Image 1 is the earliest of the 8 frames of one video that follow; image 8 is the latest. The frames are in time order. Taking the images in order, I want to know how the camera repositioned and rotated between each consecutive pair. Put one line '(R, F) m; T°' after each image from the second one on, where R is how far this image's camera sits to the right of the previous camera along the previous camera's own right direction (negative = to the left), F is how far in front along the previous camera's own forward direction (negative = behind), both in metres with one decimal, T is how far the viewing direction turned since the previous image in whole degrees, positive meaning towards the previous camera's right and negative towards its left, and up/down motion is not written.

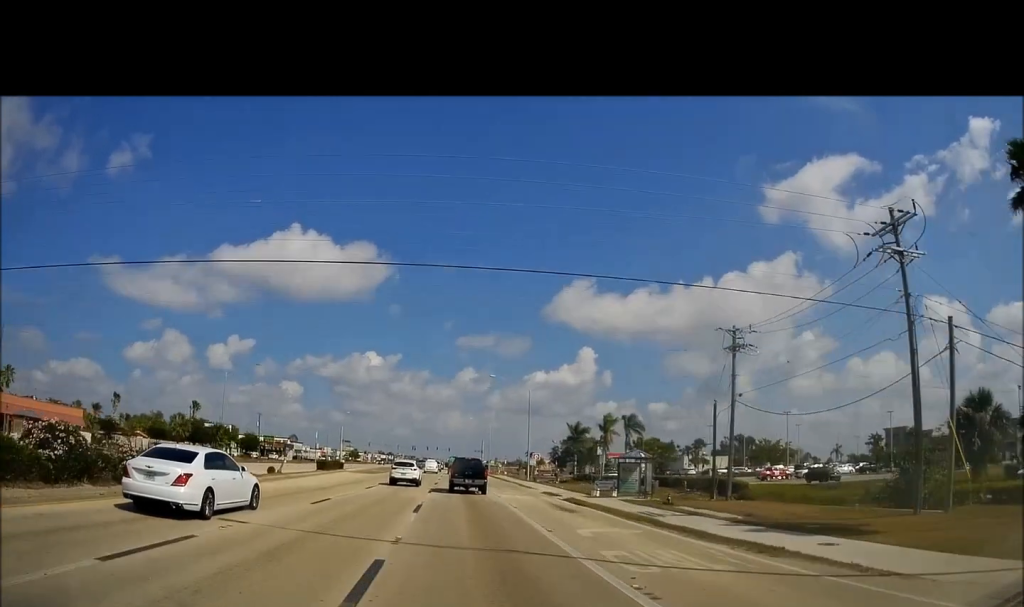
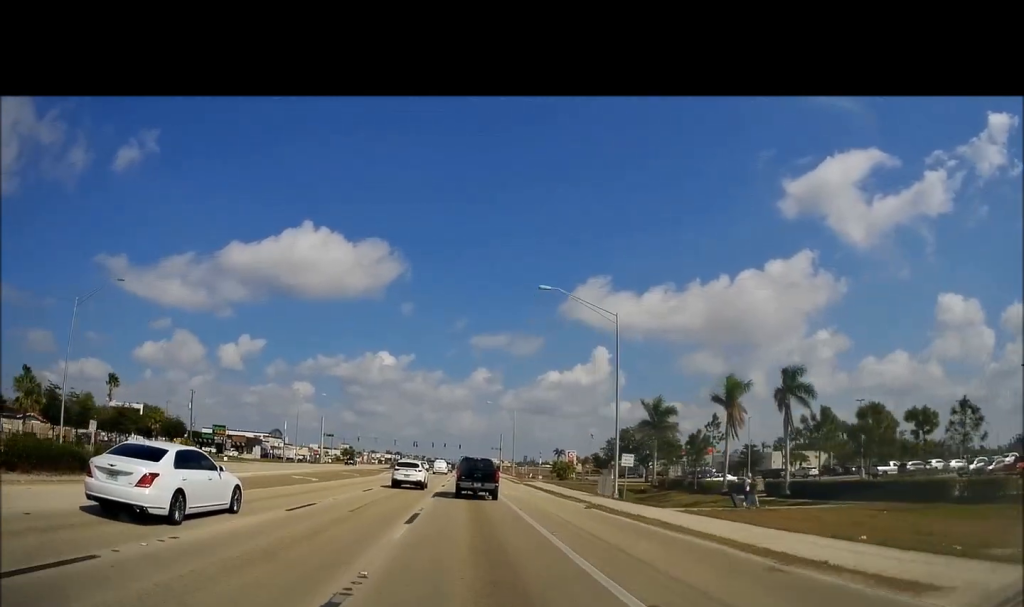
(-0.6, +40.2) m; -2°
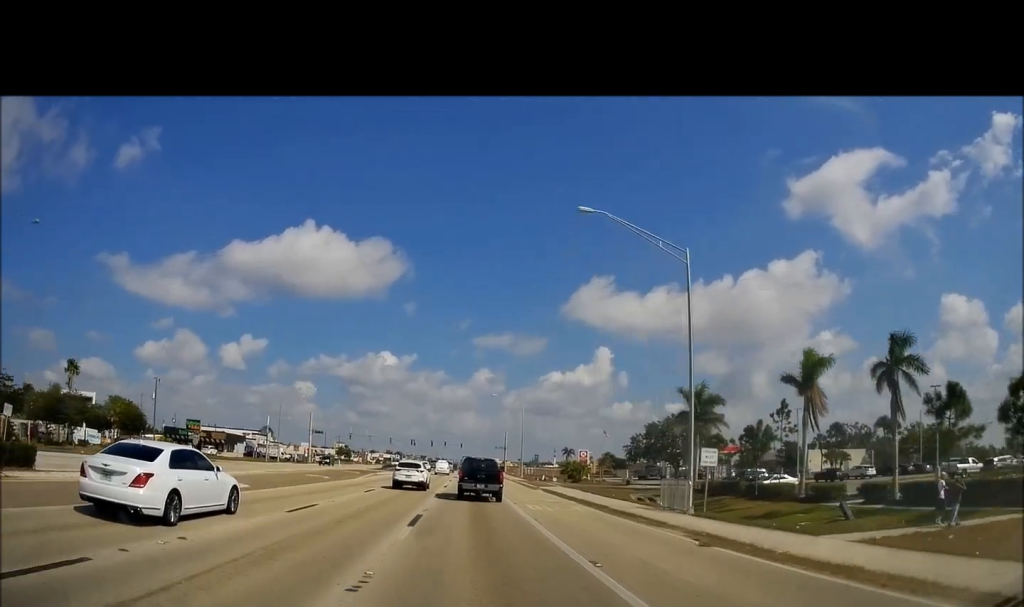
(-0.1, +12.7) m; 0°
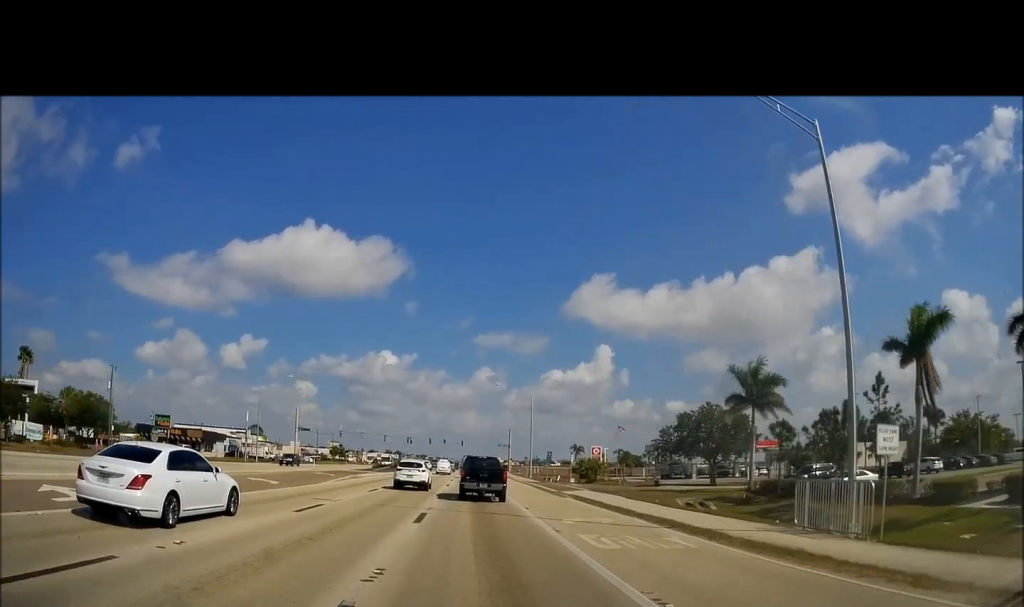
(0.0, +11.9) m; 0°
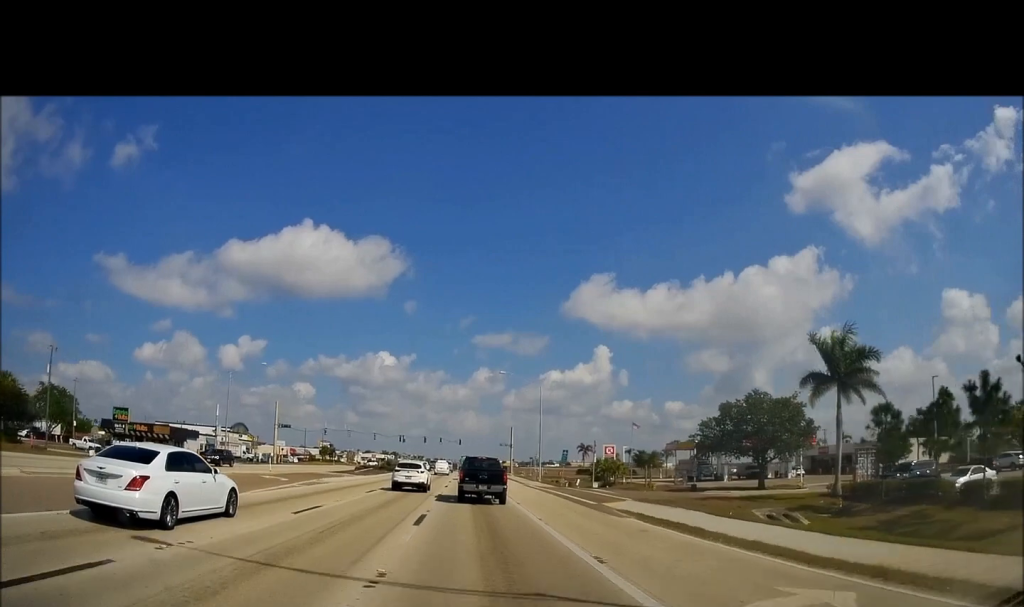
(0.0, +12.5) m; 0°
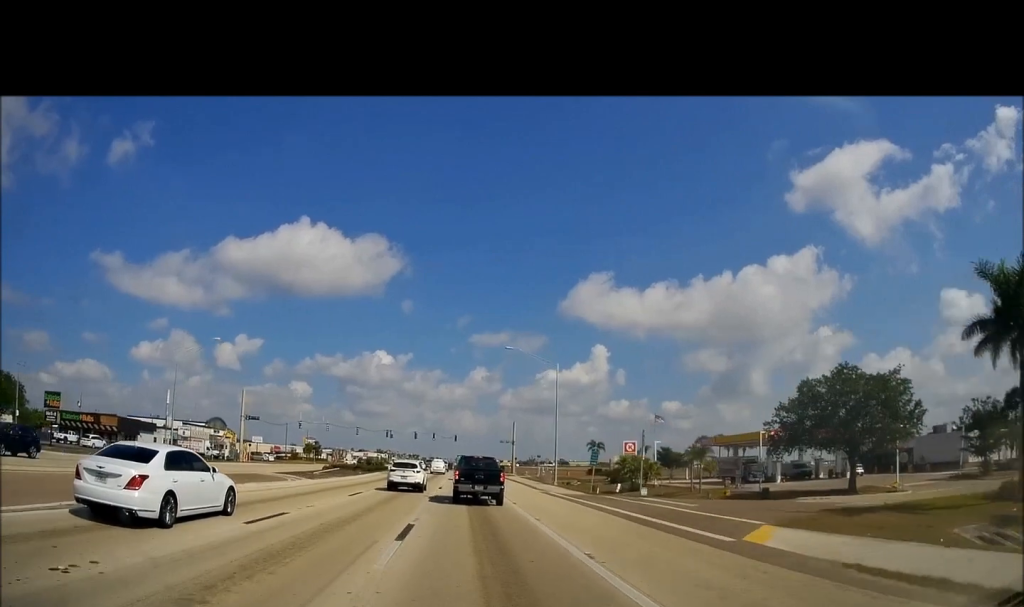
(0.0, +15.6) m; 0°
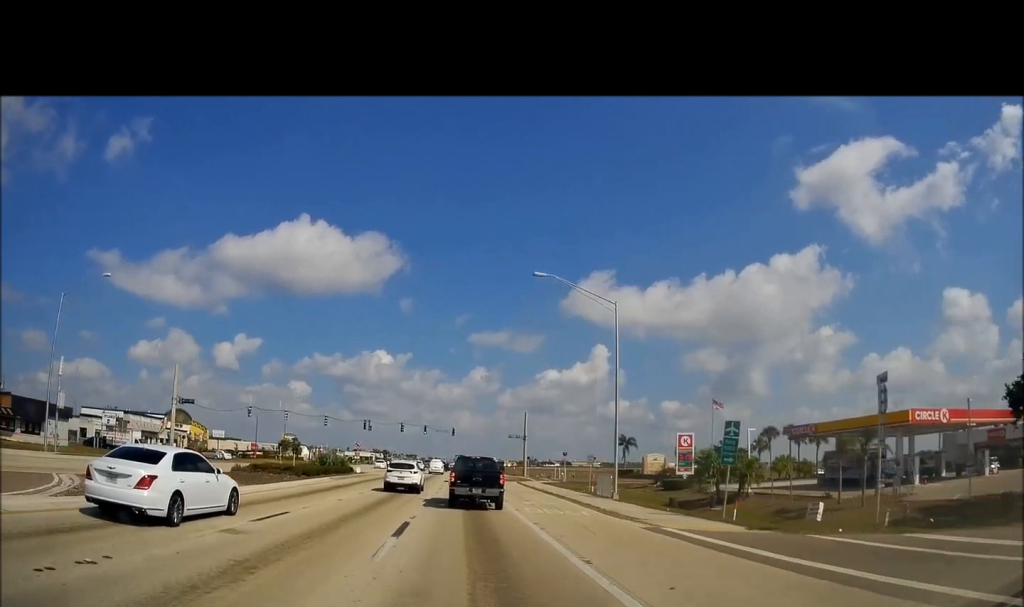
(0.0, +23.9) m; 0°
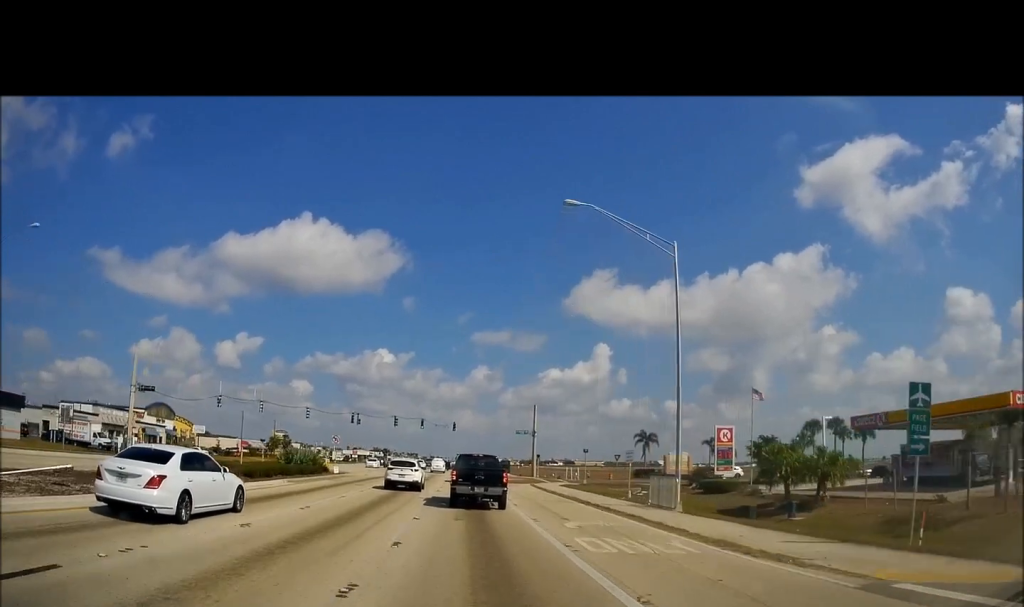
(0.0, +10.2) m; 0°
